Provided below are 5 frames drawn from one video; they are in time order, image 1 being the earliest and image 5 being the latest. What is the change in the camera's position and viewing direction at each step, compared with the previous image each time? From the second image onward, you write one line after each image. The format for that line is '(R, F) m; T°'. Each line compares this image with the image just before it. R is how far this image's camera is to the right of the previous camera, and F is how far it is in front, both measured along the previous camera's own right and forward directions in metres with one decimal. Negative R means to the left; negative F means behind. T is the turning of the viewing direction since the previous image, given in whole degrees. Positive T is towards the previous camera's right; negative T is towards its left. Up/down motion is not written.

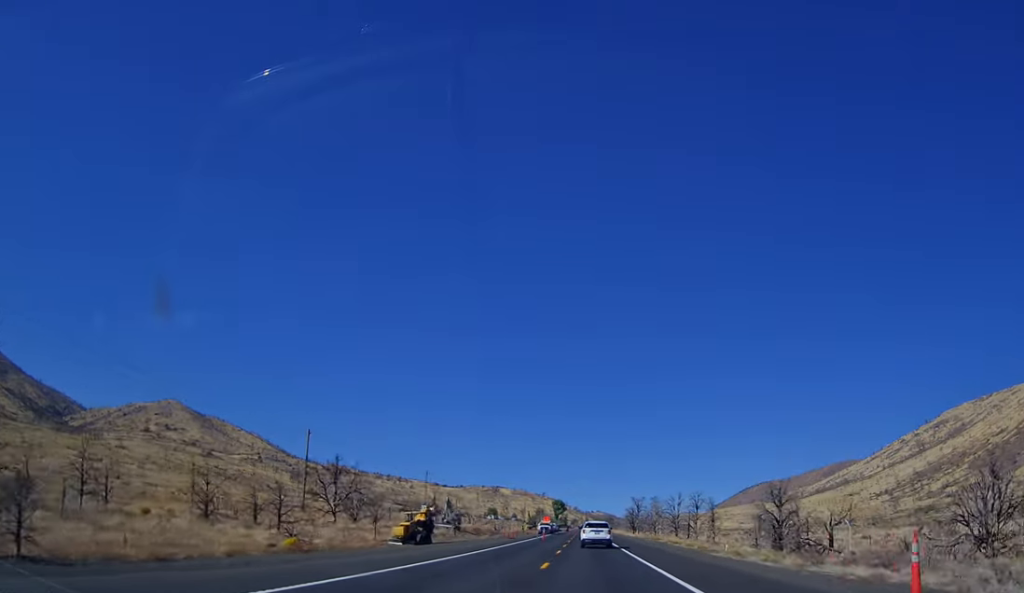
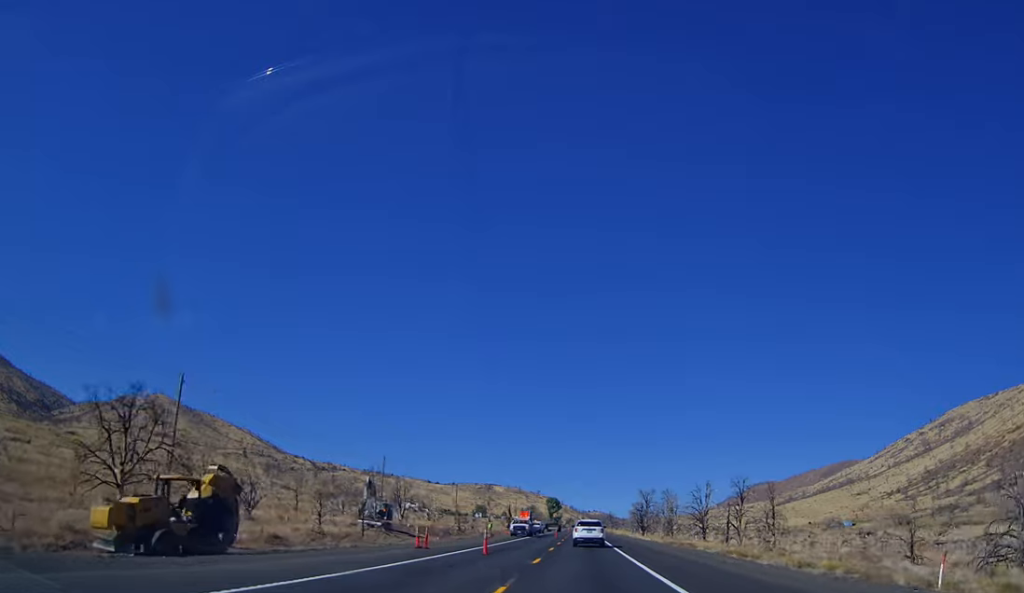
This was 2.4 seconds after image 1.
(+0.1, +33.5) m; 0°
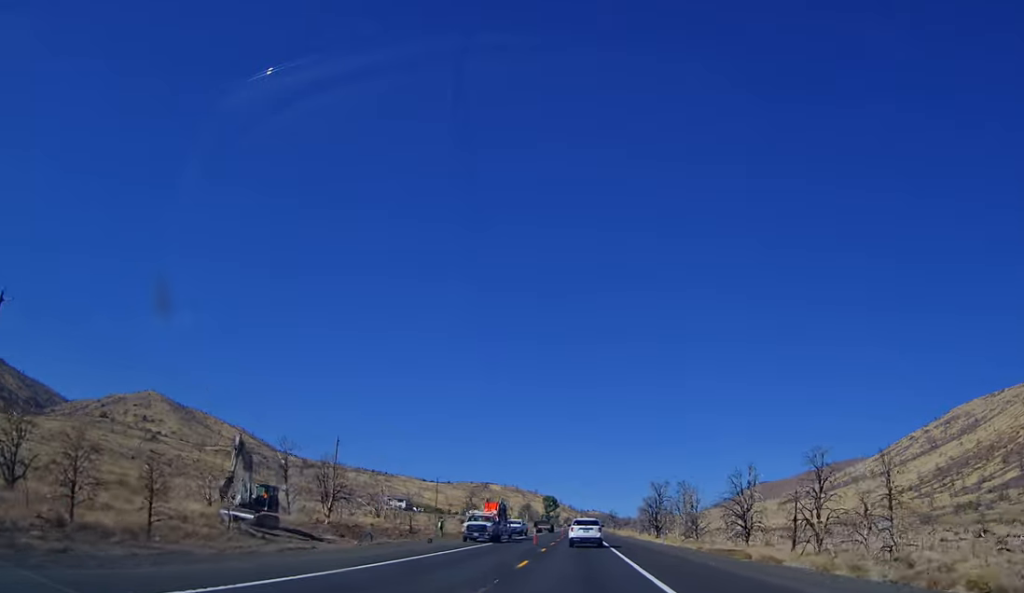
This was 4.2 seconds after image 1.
(0.0, +26.0) m; 0°
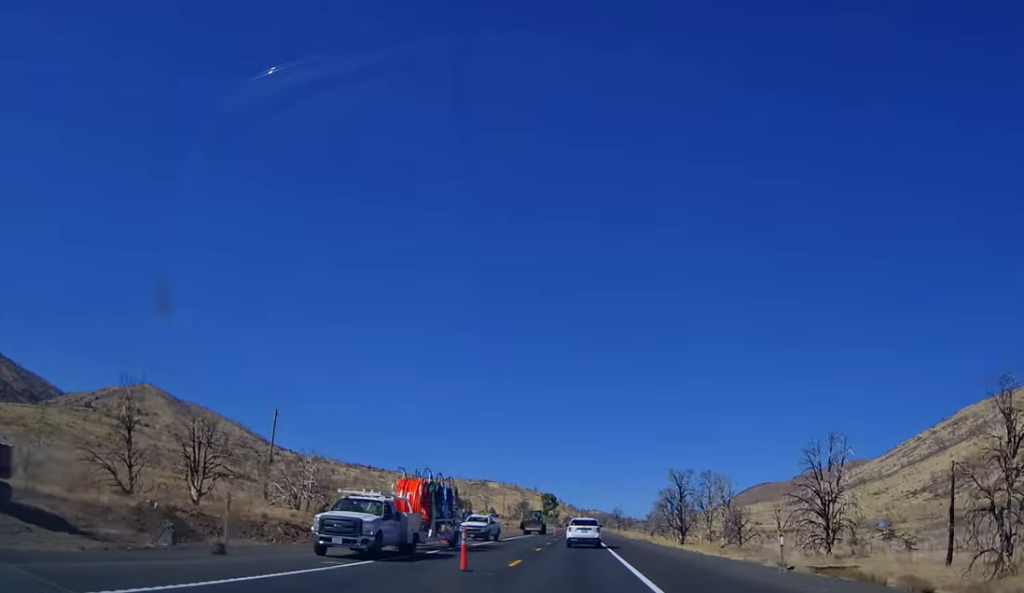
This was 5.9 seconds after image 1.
(+0.1, +24.3) m; 0°
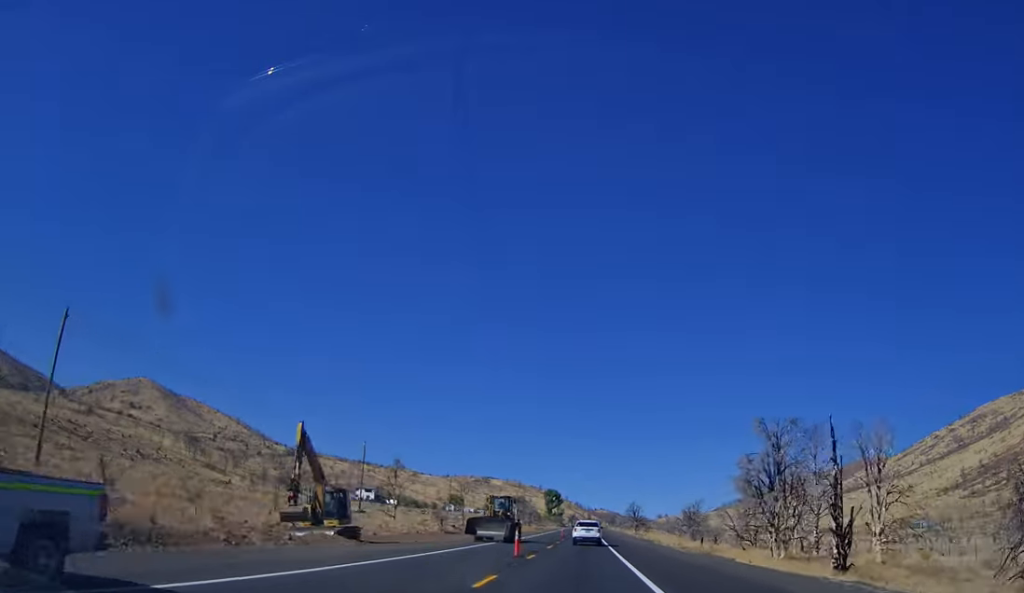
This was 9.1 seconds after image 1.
(+0.2, +46.2) m; -1°
